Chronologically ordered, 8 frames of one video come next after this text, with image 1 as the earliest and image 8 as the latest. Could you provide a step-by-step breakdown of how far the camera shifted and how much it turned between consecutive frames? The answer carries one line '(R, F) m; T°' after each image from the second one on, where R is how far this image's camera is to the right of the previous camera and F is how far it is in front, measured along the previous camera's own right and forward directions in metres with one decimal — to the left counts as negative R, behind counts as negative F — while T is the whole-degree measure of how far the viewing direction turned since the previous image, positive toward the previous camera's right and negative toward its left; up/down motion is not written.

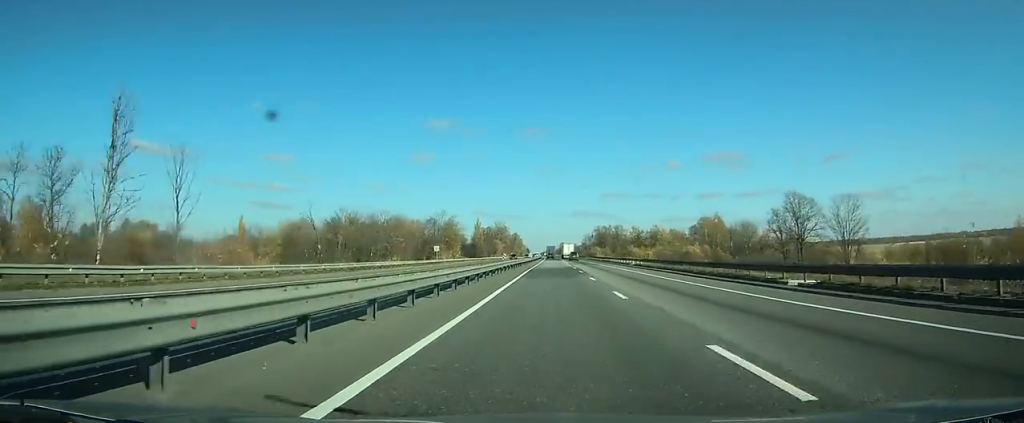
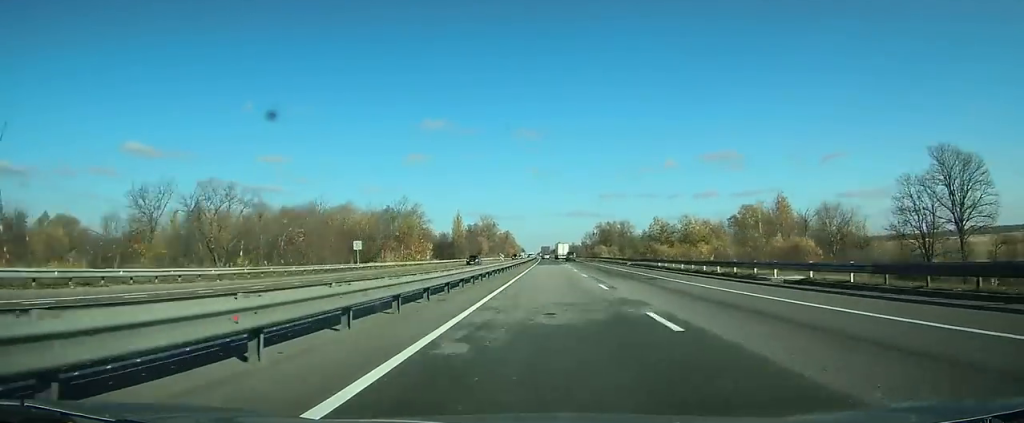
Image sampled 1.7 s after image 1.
(0.0, +41.5) m; 0°
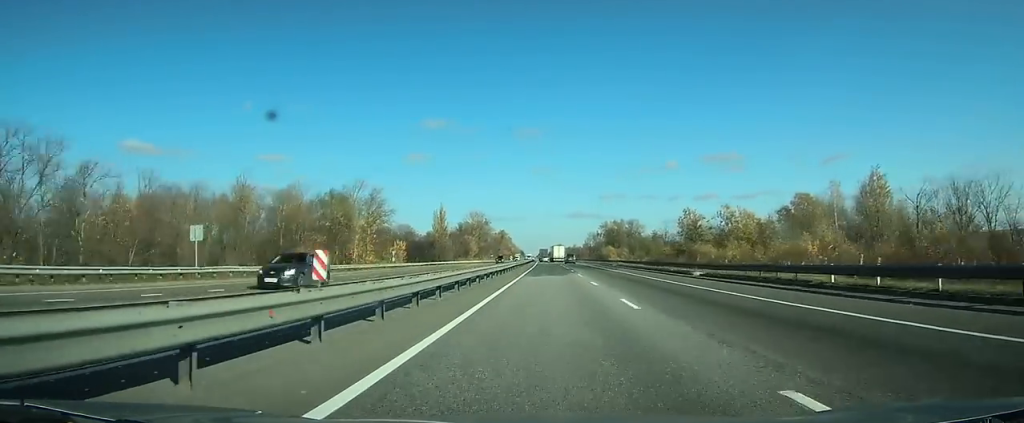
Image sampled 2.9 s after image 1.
(+0.1, +31.9) m; 0°
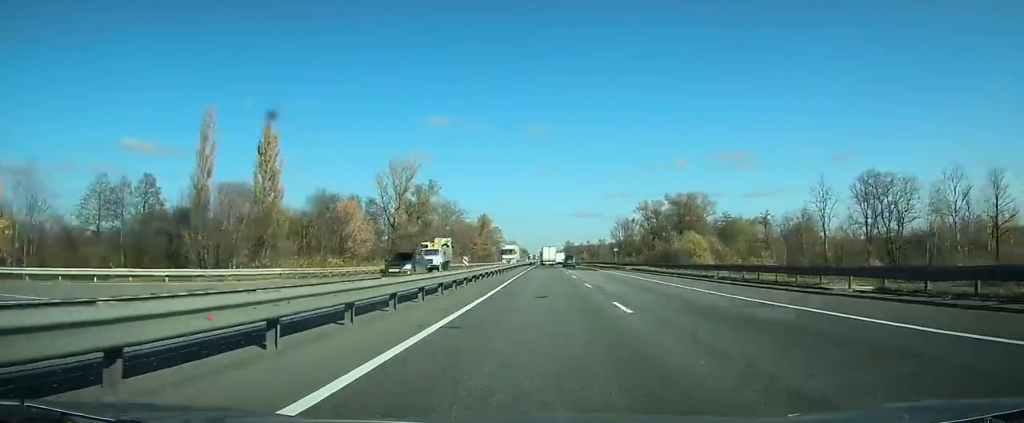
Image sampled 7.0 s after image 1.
(-0.4, +111.7) m; -1°
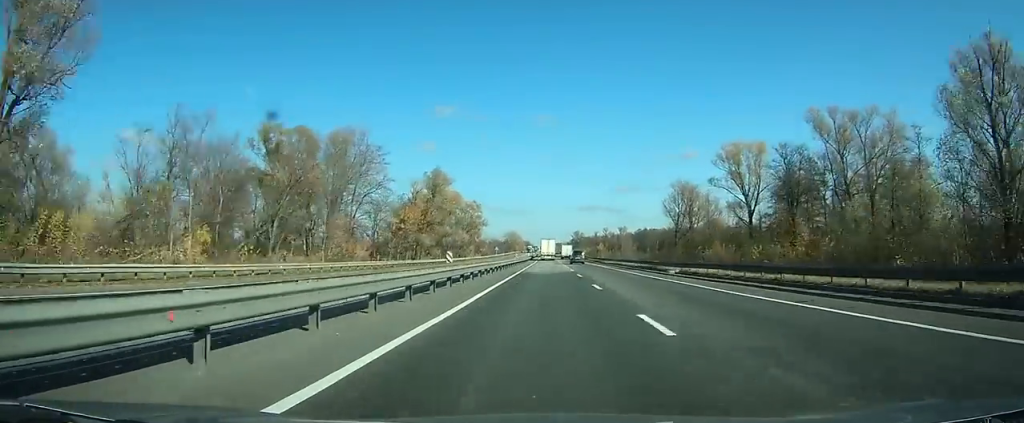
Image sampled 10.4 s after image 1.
(-0.5, +86.5) m; 0°
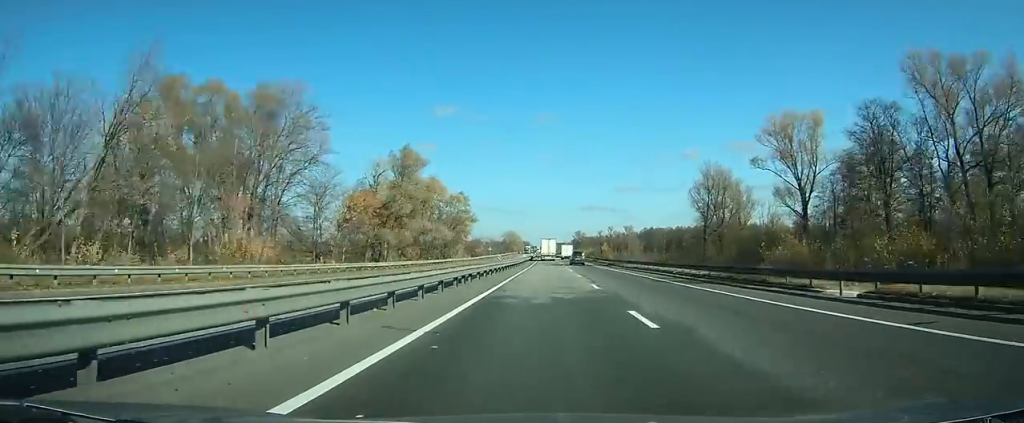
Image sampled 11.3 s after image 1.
(+0.1, +21.7) m; 0°
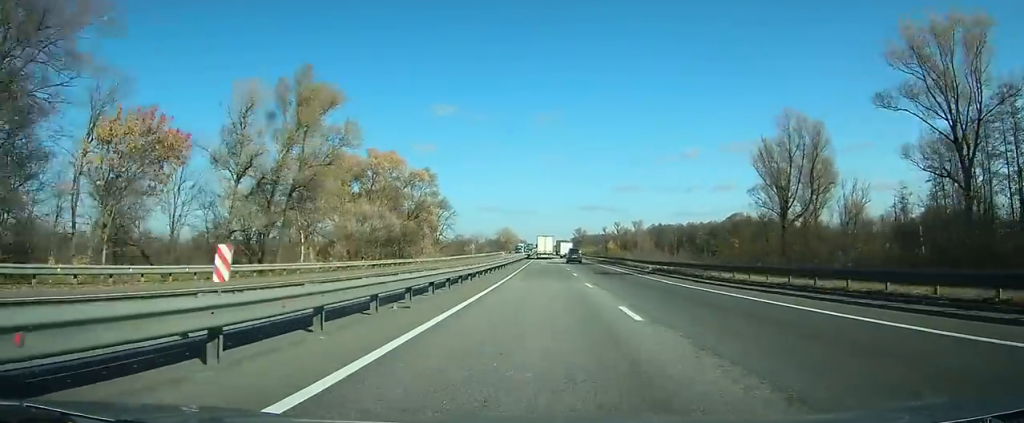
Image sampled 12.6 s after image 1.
(0.0, +34.5) m; 0°
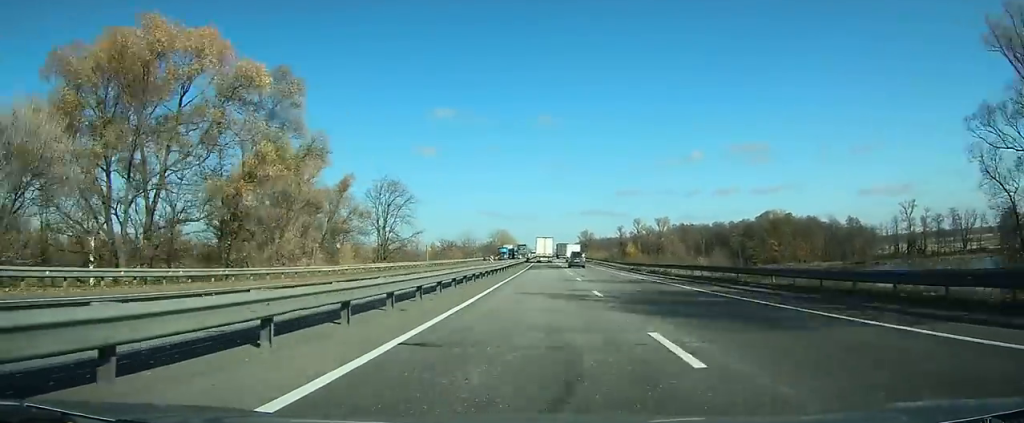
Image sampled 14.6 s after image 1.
(-0.1, +54.1) m; 0°
